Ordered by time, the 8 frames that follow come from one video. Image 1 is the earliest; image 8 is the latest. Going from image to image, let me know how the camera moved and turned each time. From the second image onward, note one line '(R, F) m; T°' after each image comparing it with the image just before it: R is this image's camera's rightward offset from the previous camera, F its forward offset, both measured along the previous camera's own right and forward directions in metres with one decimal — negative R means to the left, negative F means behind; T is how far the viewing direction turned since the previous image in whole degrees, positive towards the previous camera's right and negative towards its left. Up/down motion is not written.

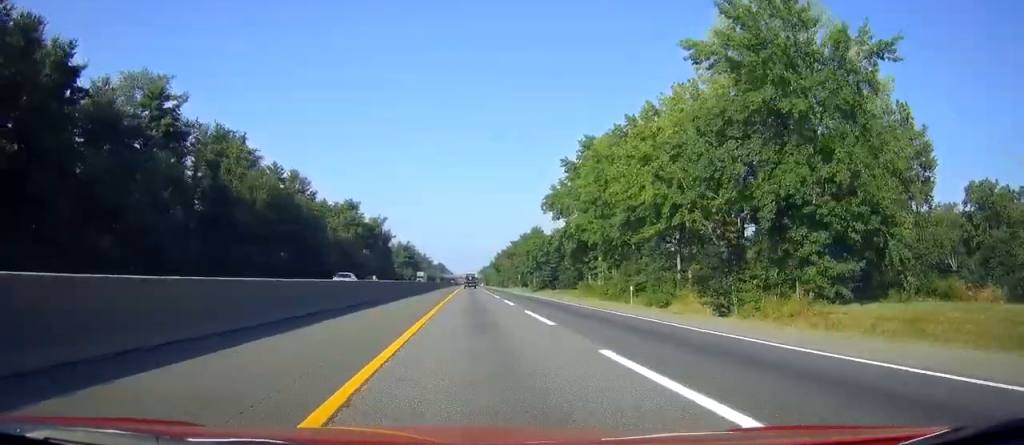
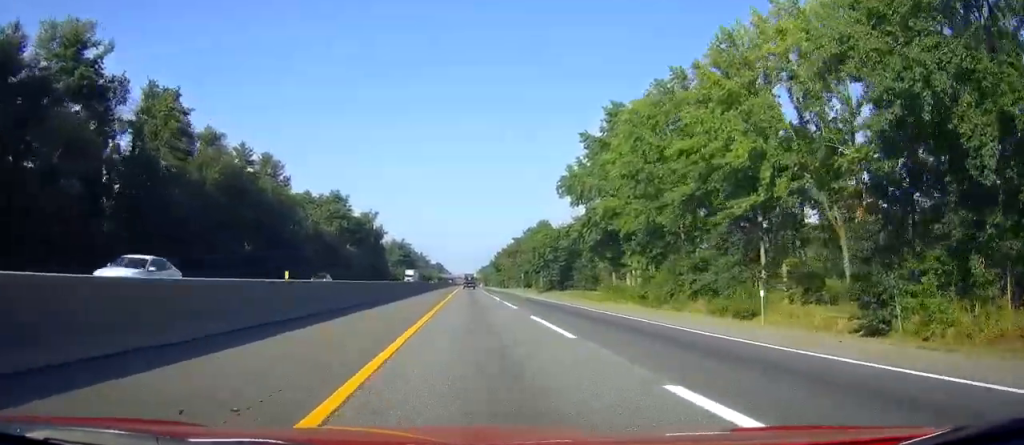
(+0.1, +18.9) m; 0°
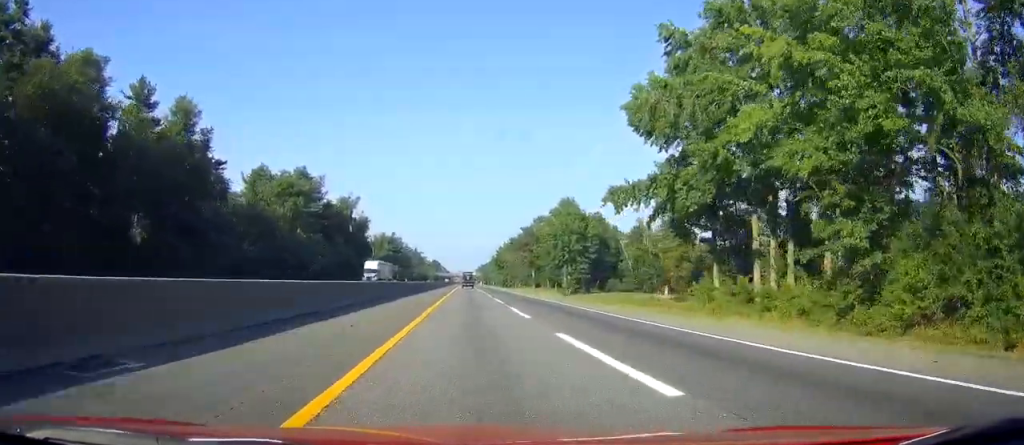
(+0.1, +37.7) m; 0°
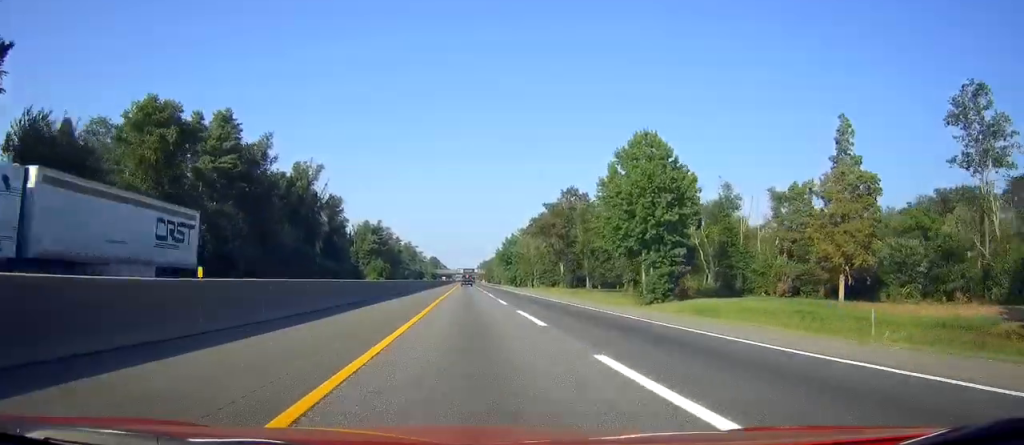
(+0.1, +50.0) m; 0°
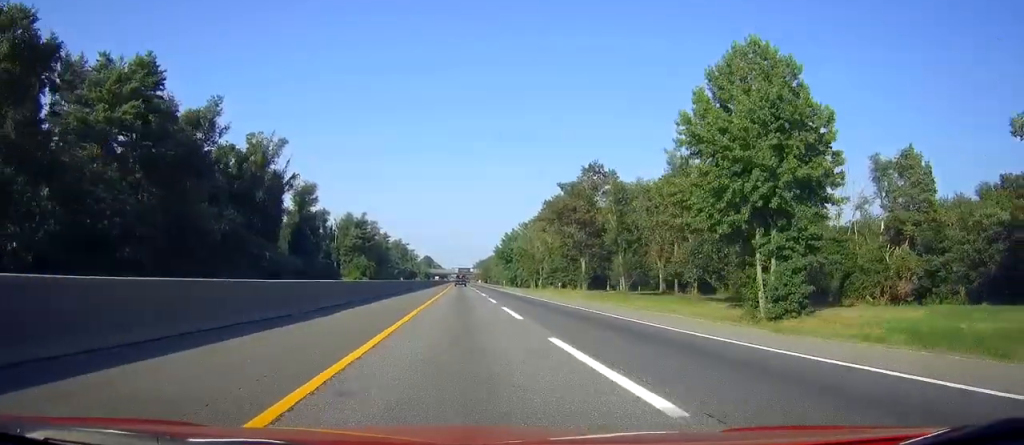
(0.0, +26.7) m; 0°
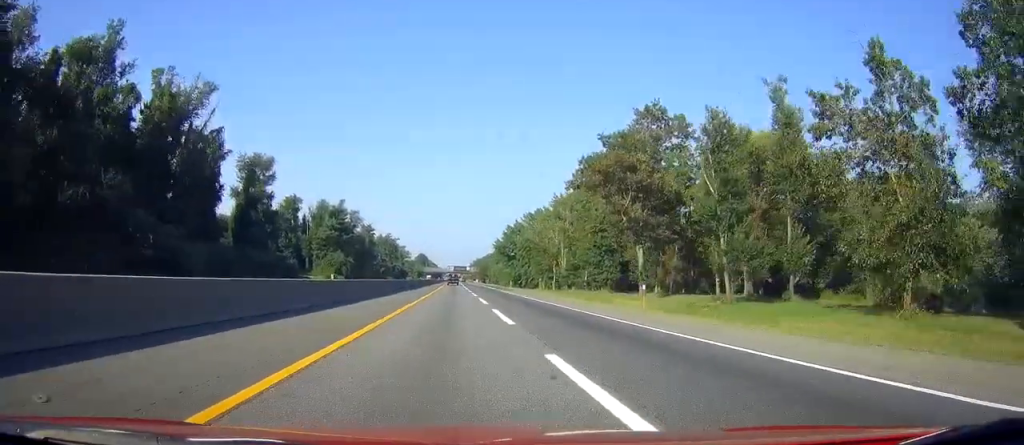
(0.0, +33.5) m; +1°
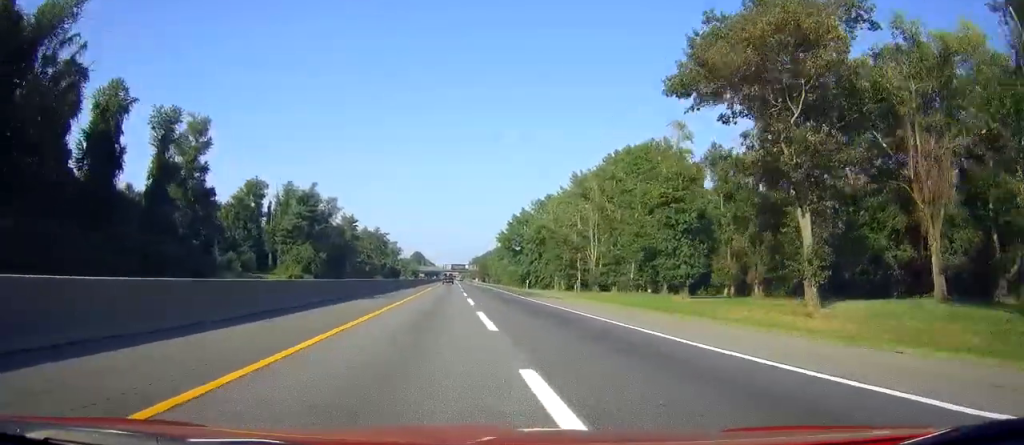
(+0.3, +32.4) m; +1°
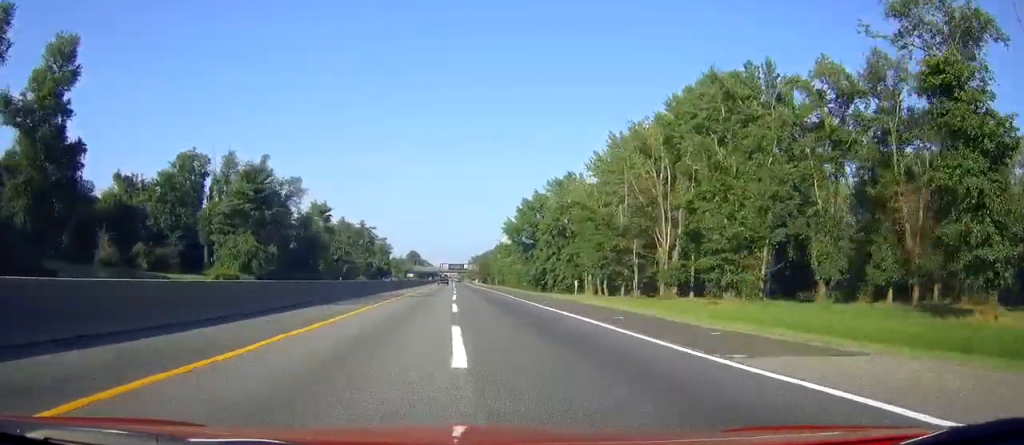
(0.0, +37.0) m; 0°
